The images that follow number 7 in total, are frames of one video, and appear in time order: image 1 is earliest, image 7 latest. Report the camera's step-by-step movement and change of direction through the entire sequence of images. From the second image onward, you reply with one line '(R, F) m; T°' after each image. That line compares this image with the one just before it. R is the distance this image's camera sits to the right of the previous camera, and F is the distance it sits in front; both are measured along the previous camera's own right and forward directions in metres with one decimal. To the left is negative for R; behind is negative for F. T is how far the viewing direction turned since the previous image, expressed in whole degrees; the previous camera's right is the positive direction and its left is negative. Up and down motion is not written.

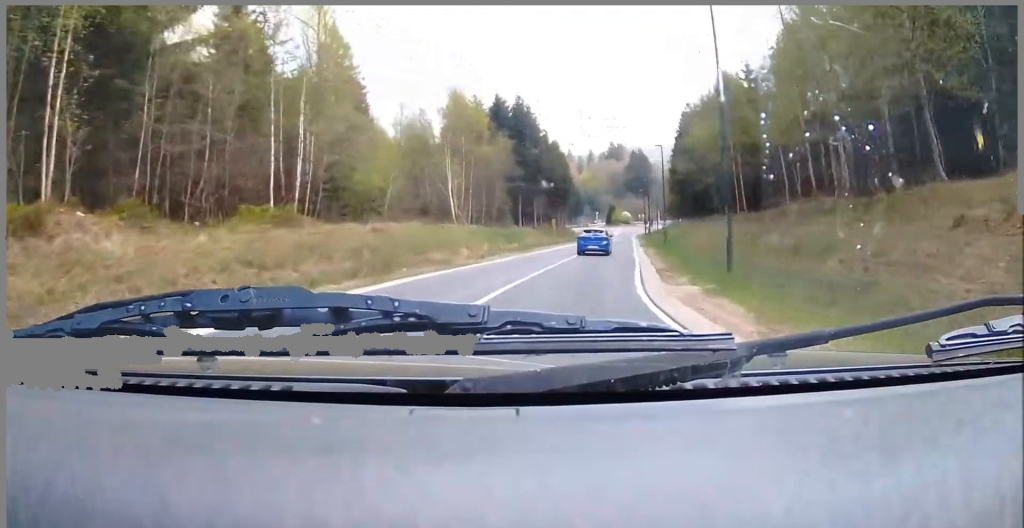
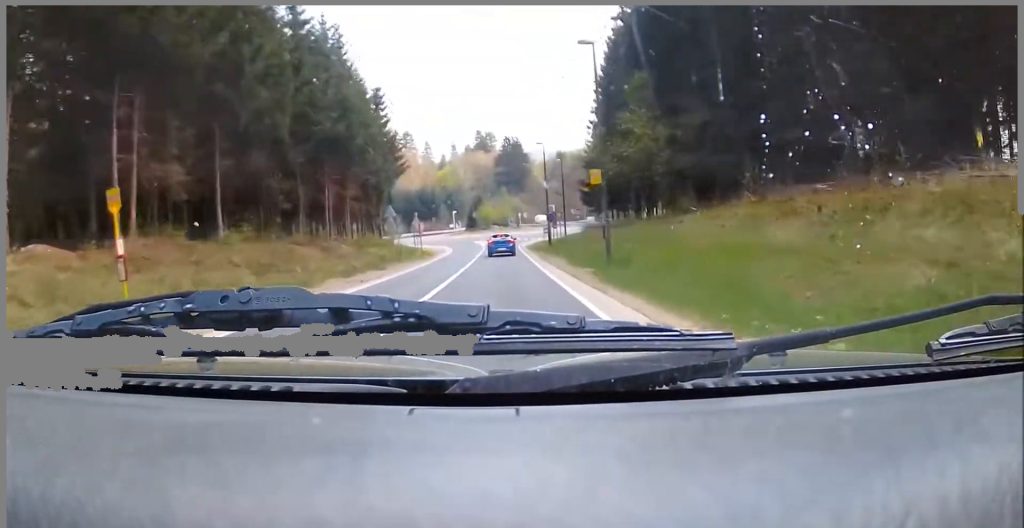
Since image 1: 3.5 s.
(+10.7, +67.5) m; +12°
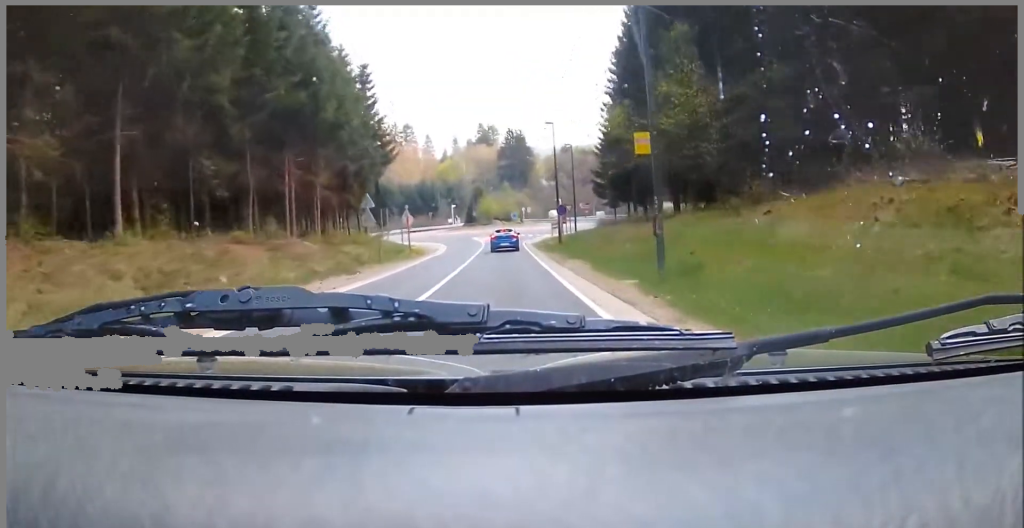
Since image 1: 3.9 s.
(-0.1, +7.7) m; 0°
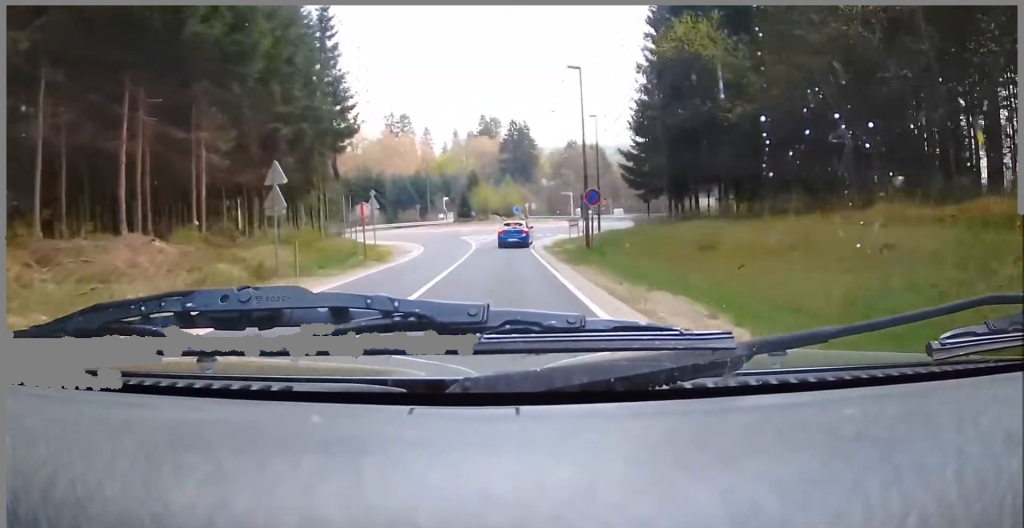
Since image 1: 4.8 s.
(-0.7, +15.0) m; +1°
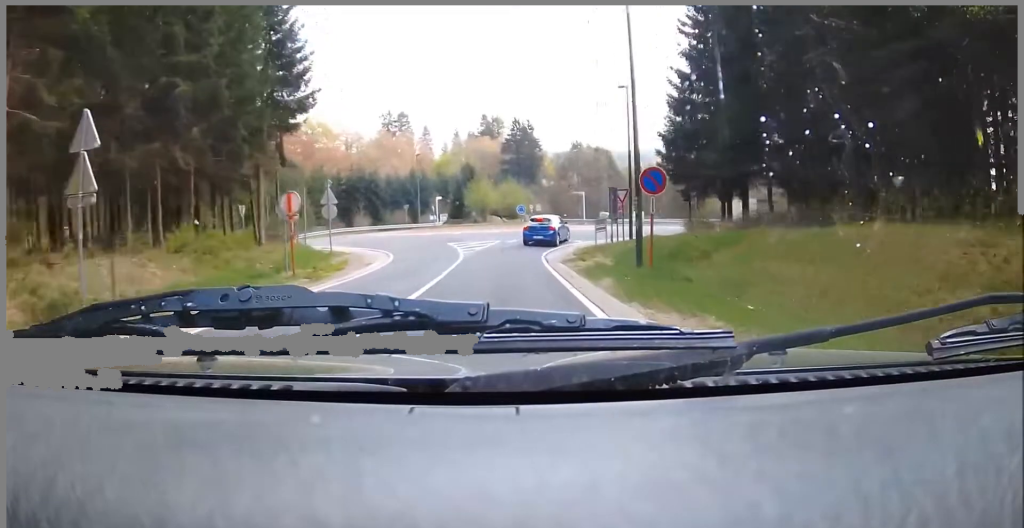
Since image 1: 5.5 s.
(+0.8, +11.0) m; +3°
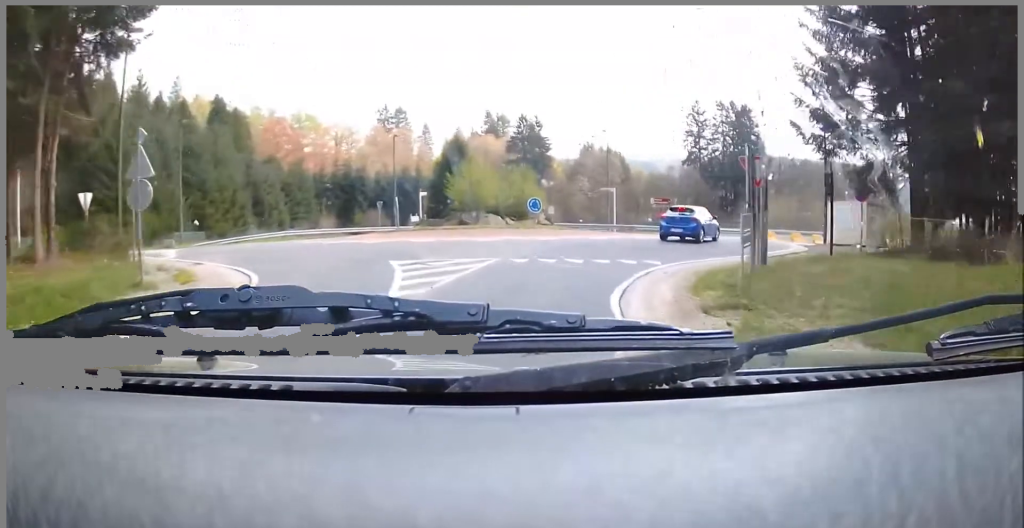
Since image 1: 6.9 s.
(0.0, +17.8) m; +1°
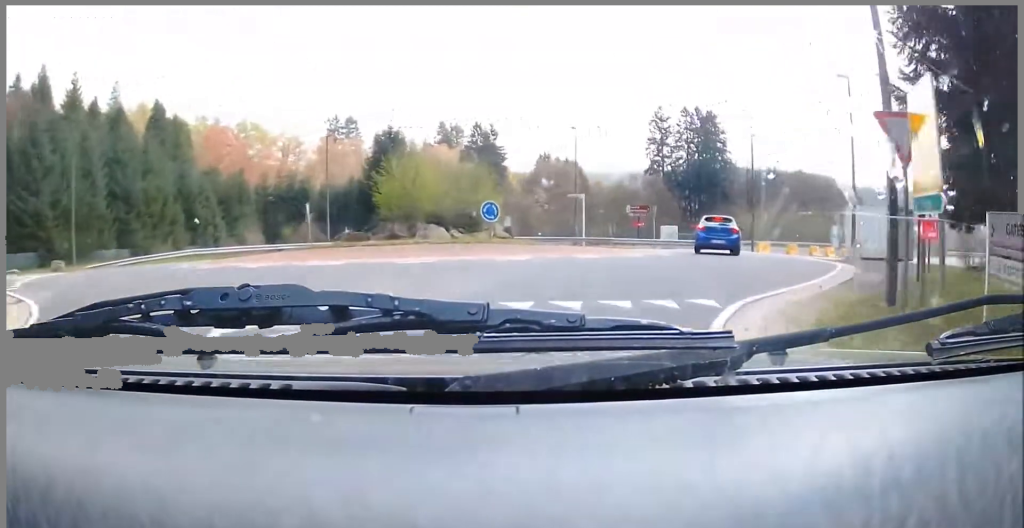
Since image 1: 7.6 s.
(-0.1, +8.3) m; +5°
